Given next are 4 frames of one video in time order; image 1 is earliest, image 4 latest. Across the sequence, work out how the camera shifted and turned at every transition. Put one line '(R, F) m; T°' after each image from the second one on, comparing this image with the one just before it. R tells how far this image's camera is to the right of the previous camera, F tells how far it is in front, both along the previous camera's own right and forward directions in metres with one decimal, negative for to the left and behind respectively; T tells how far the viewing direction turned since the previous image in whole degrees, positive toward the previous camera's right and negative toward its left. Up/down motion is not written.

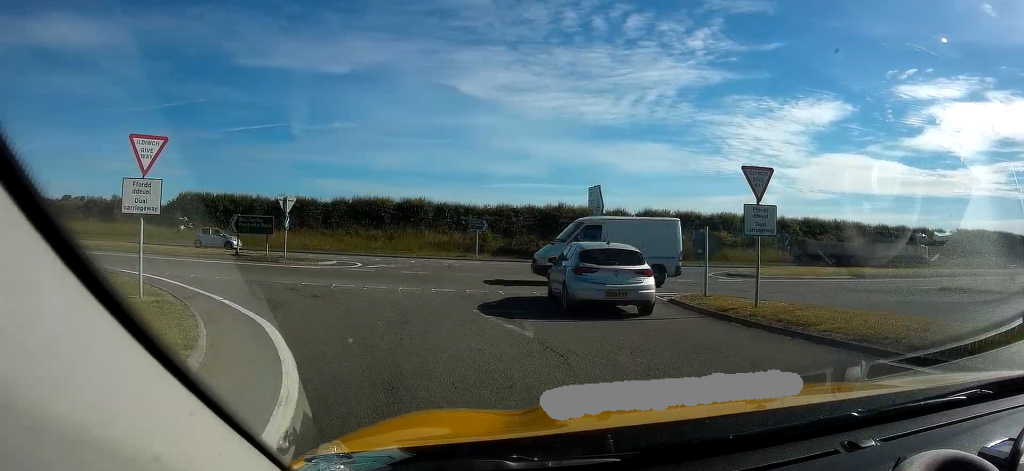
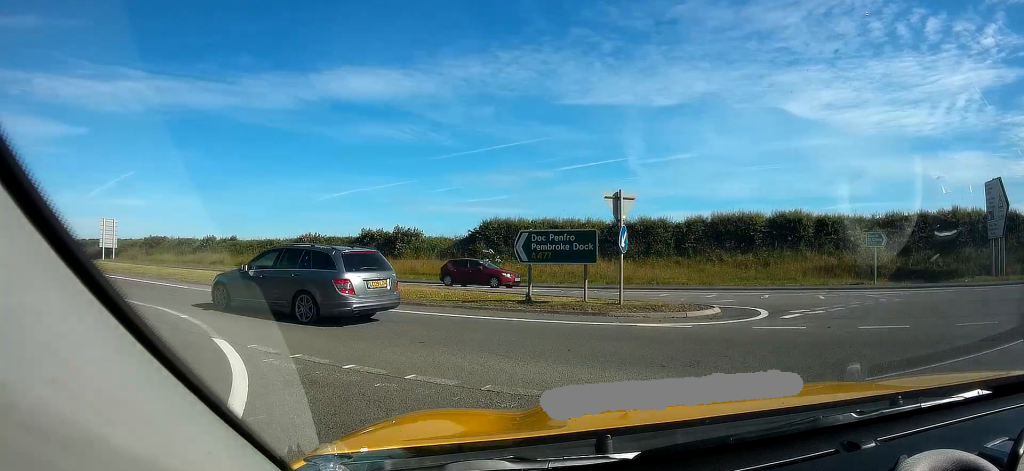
(-3.8, +10.5) m; -38°
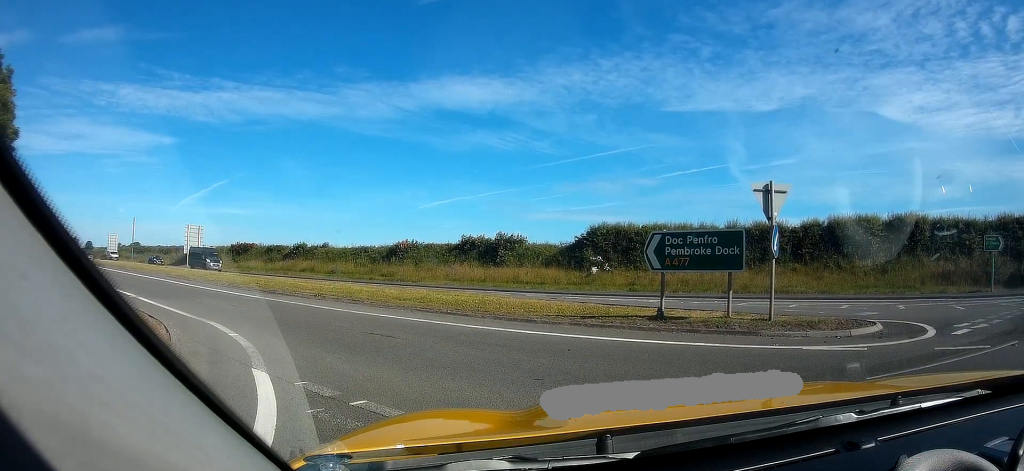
(-1.5, +3.9) m; -21°
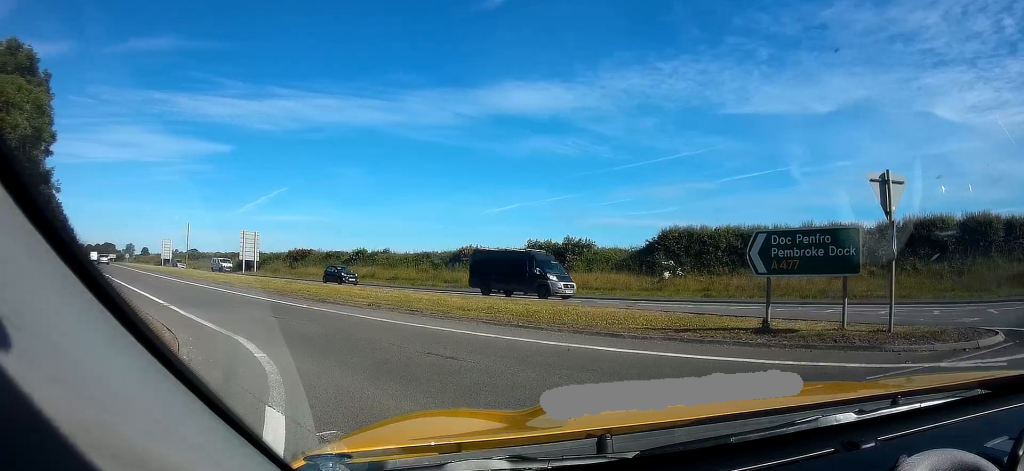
(-0.3, +1.6) m; 0°
